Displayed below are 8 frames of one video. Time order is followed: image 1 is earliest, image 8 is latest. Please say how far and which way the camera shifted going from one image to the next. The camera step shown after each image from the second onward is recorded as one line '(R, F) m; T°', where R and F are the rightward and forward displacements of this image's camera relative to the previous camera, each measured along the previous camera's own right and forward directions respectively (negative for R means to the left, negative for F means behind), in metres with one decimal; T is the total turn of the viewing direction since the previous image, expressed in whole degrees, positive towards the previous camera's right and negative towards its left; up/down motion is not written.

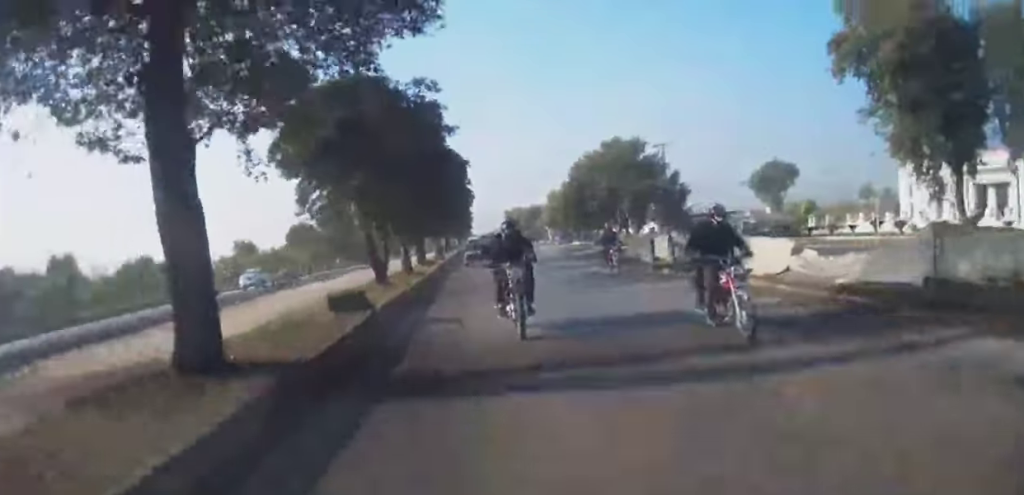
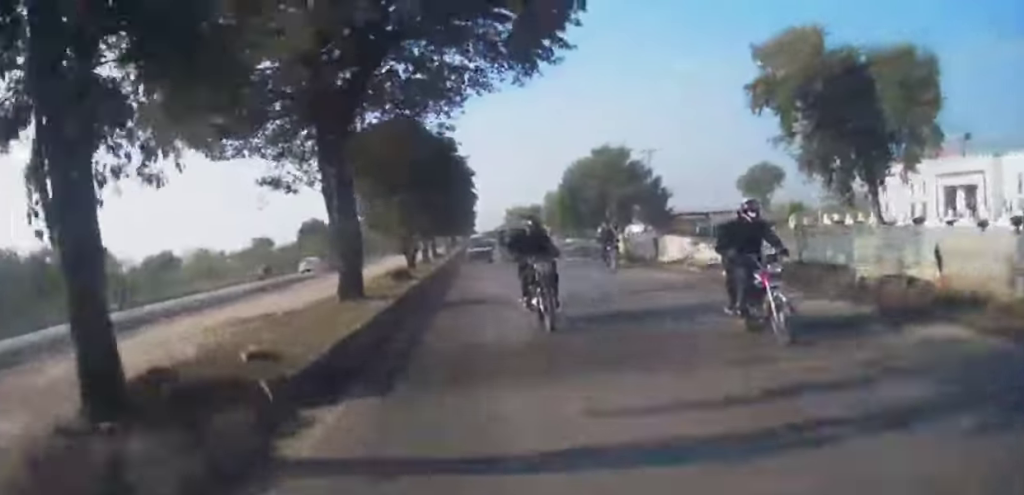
(-0.2, +8.3) m; 0°
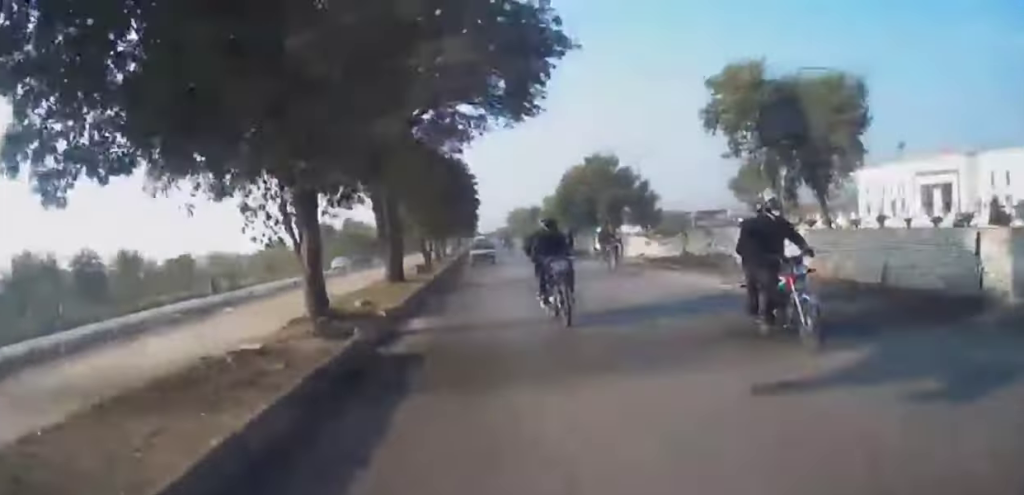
(-0.2, +6.9) m; 0°
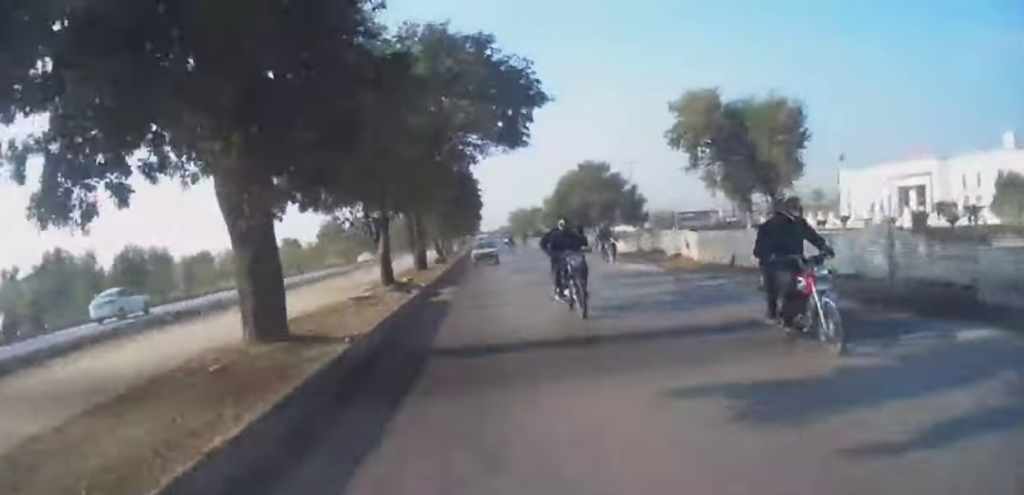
(+0.2, +7.8) m; -1°
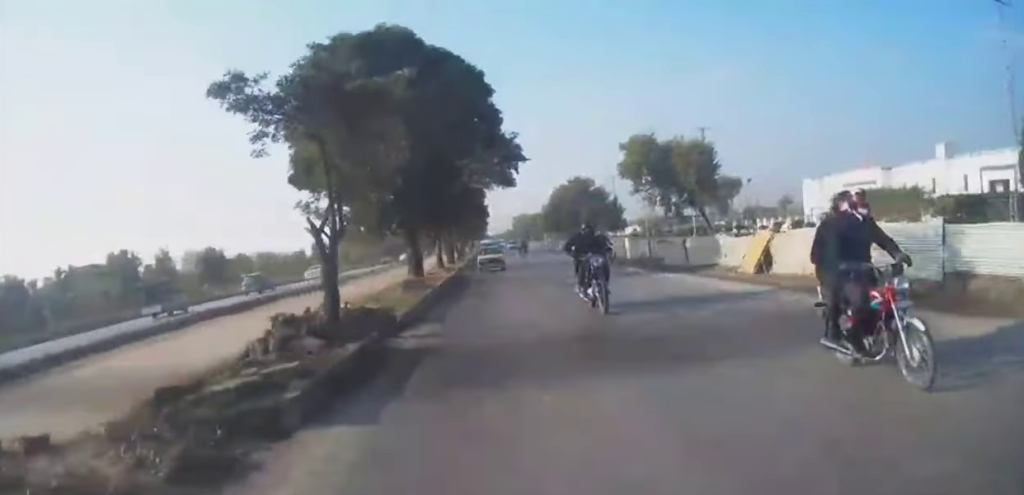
(-0.5, +18.3) m; -2°
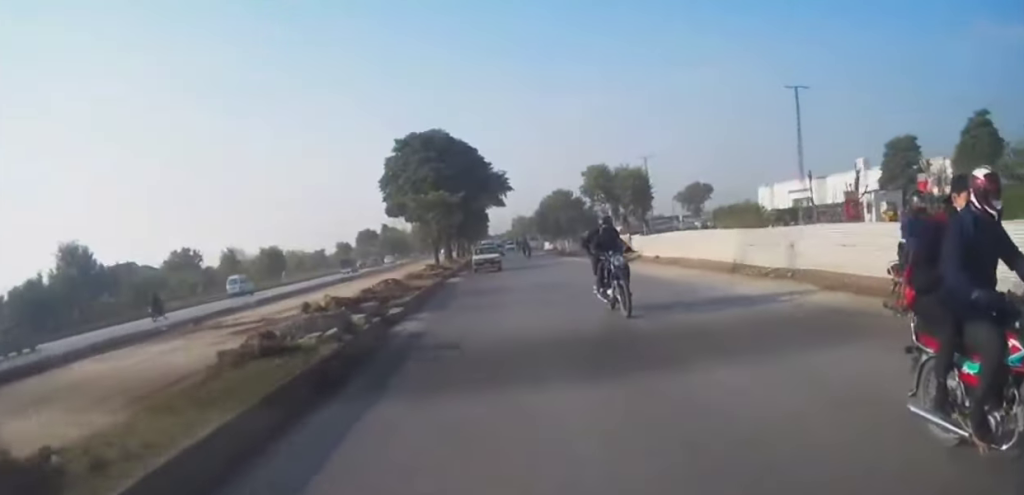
(+0.5, +25.2) m; +1°
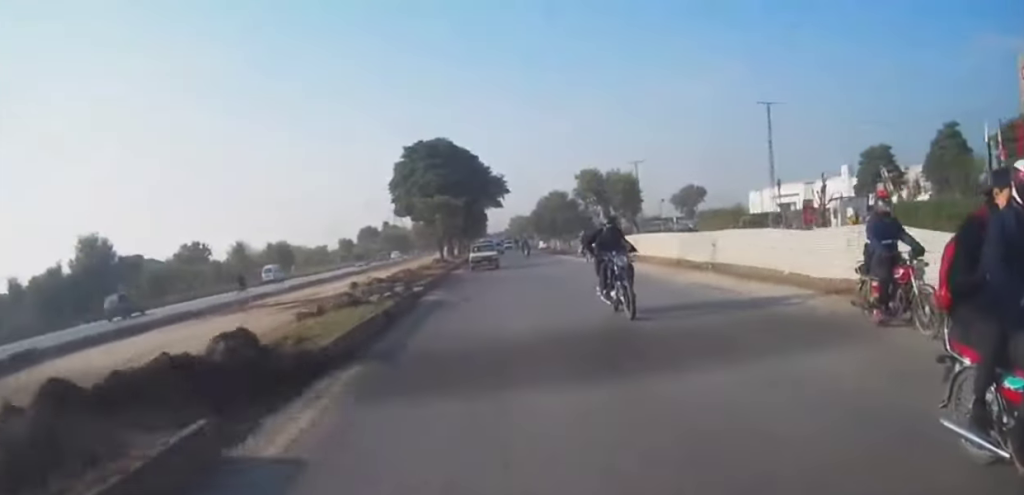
(0.0, +5.5) m; 0°
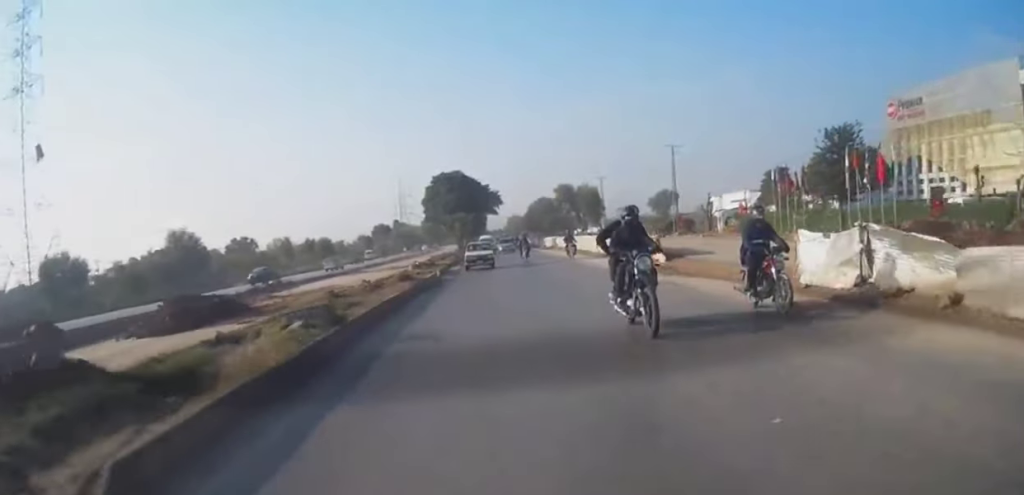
(0.0, +30.2) m; 0°
